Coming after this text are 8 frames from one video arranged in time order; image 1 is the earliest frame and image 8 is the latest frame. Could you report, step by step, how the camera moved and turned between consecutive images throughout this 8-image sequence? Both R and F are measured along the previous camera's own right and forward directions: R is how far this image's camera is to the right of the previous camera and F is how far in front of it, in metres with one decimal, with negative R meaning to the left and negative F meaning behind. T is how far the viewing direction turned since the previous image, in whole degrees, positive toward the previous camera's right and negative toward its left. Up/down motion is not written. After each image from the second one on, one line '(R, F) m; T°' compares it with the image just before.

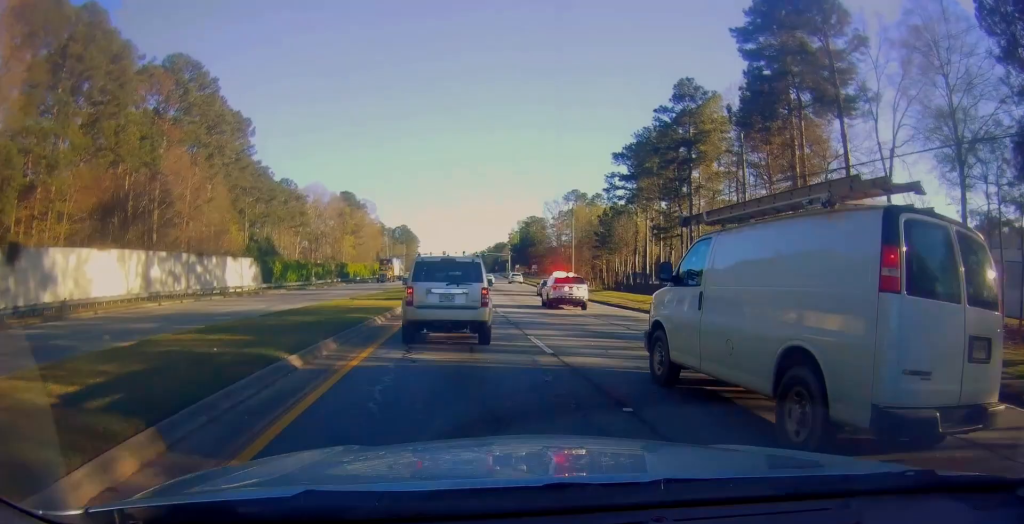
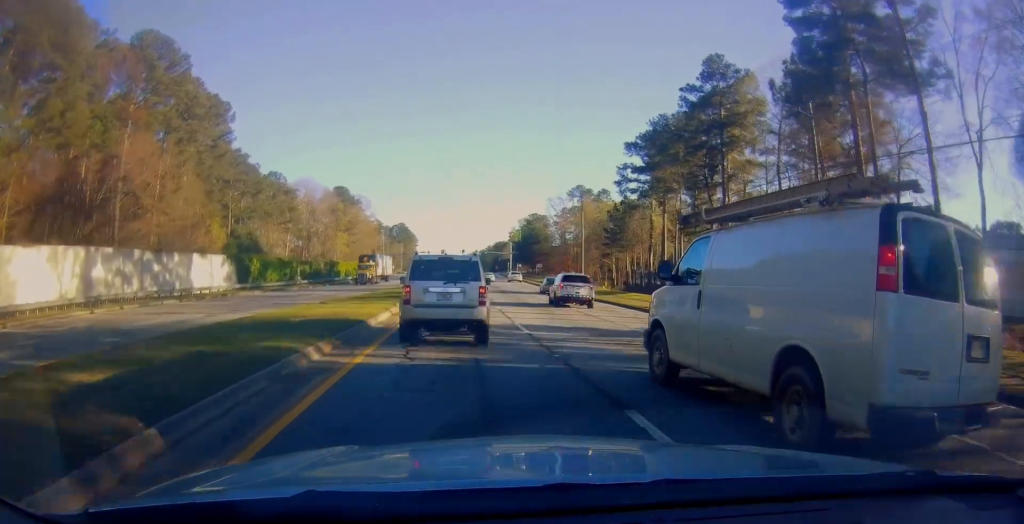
(0.0, +9.2) m; 0°
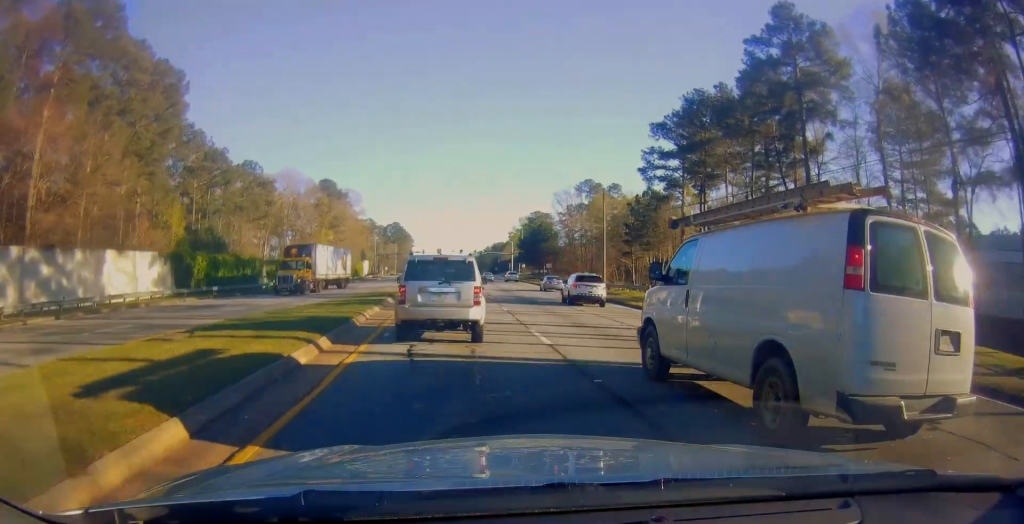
(-0.6, +15.6) m; -1°
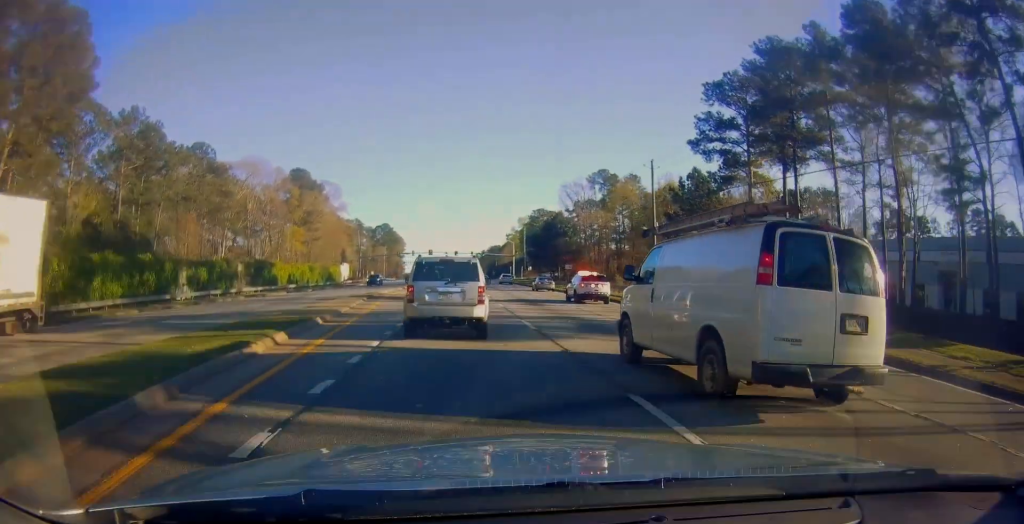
(+0.5, +22.4) m; +1°
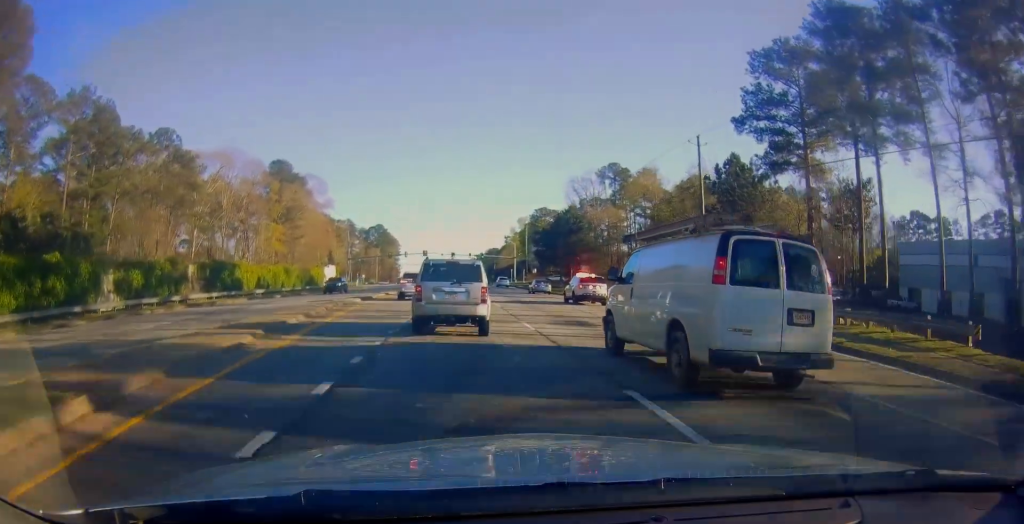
(0.0, +12.6) m; 0°
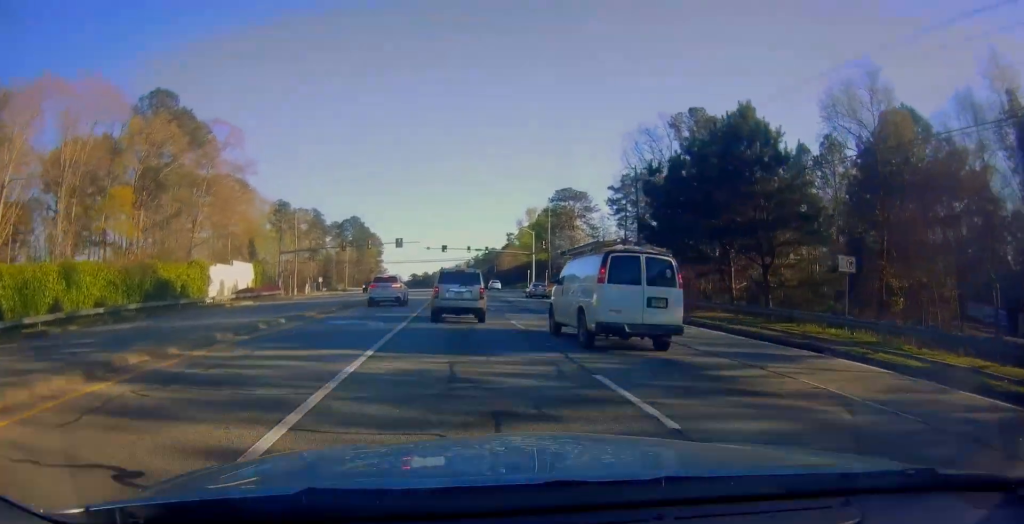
(+2.5, +48.8) m; +3°
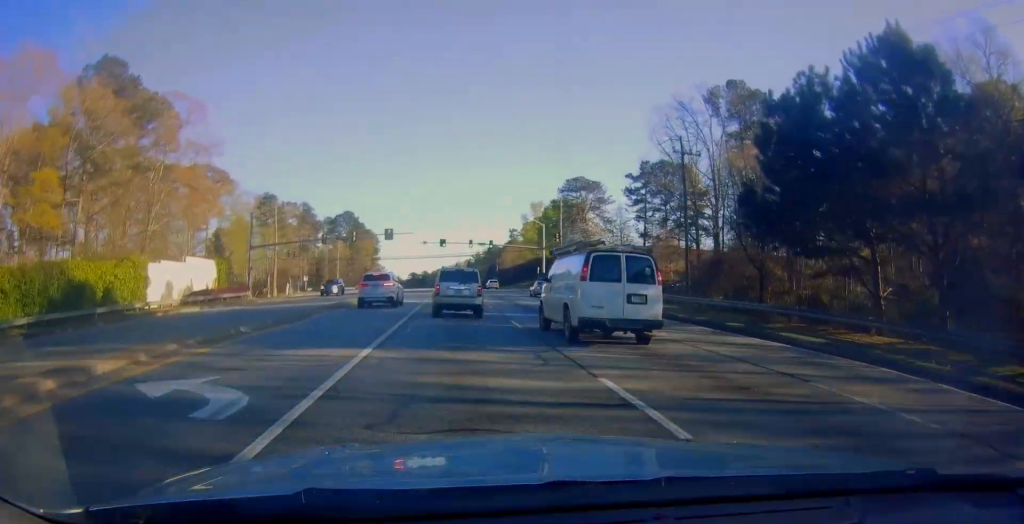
(-0.2, +12.4) m; -1°
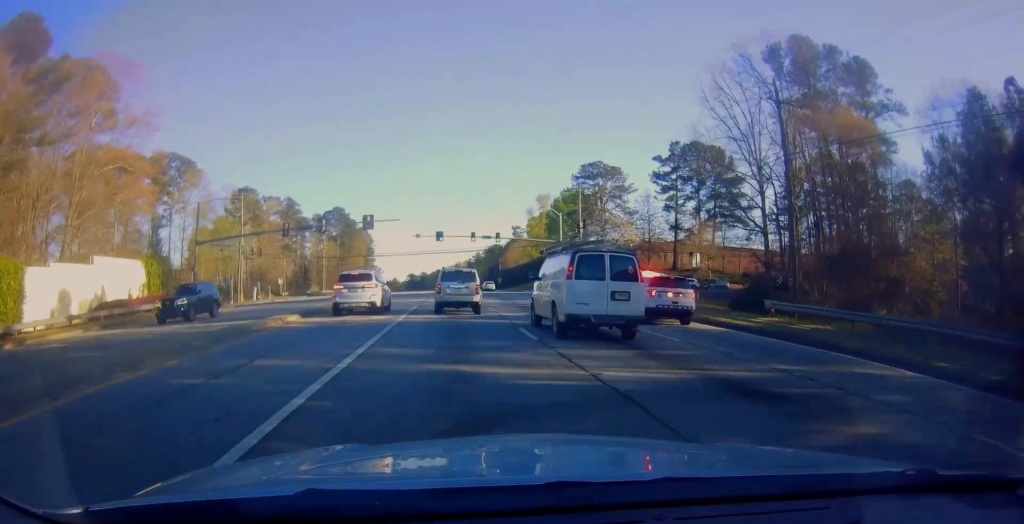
(-0.1, +15.3) m; 0°
